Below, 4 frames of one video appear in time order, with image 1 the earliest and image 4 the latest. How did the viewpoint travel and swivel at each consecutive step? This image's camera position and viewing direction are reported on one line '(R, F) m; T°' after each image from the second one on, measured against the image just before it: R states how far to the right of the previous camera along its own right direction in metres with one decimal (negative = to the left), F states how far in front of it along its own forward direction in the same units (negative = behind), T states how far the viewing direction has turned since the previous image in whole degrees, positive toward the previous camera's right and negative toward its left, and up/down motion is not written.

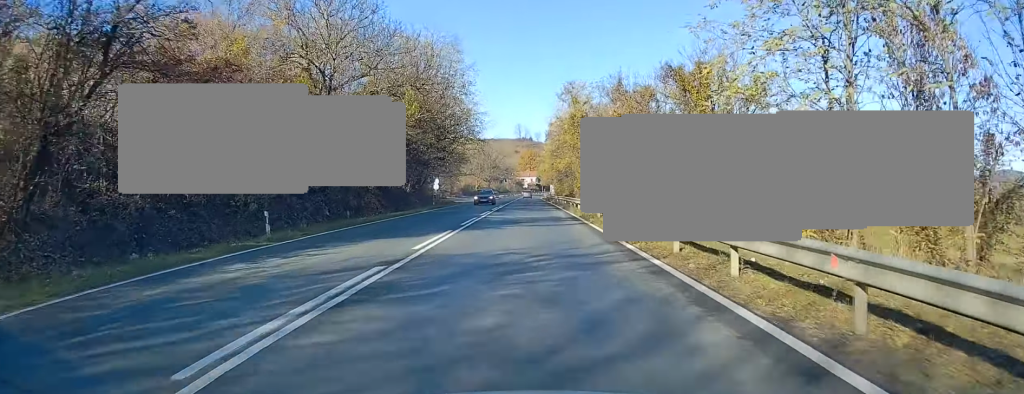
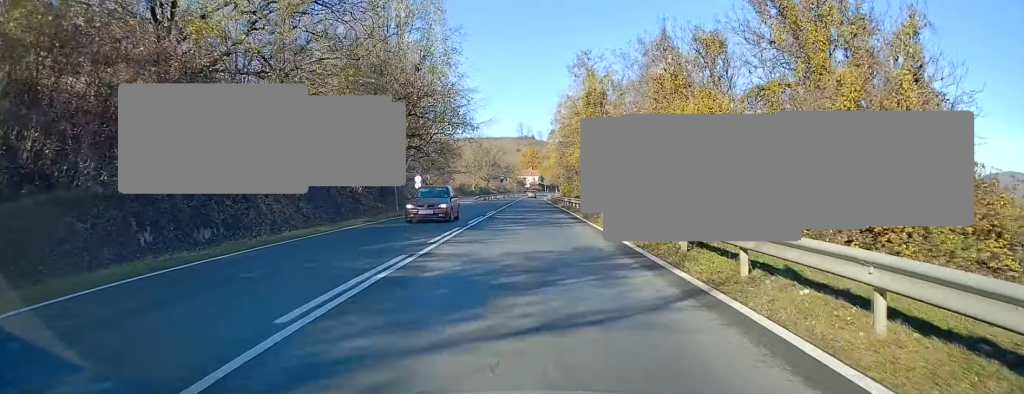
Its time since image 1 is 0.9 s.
(-0.2, +16.3) m; -1°
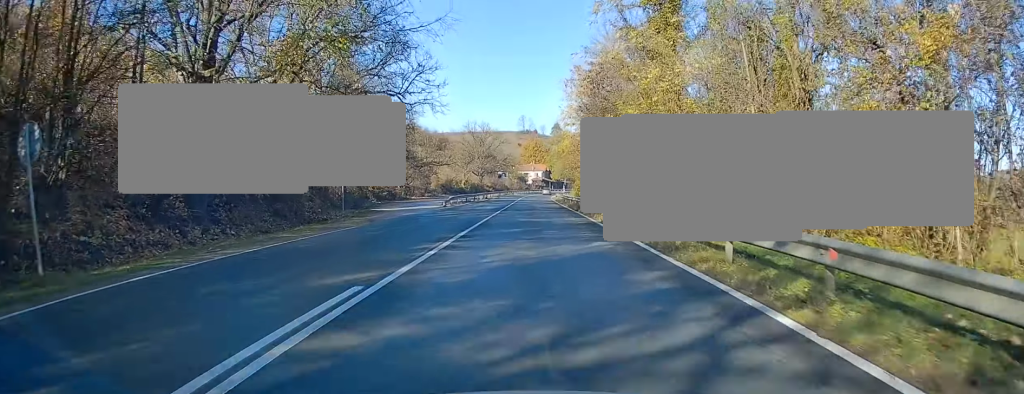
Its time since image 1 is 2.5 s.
(-0.2, +30.8) m; 0°
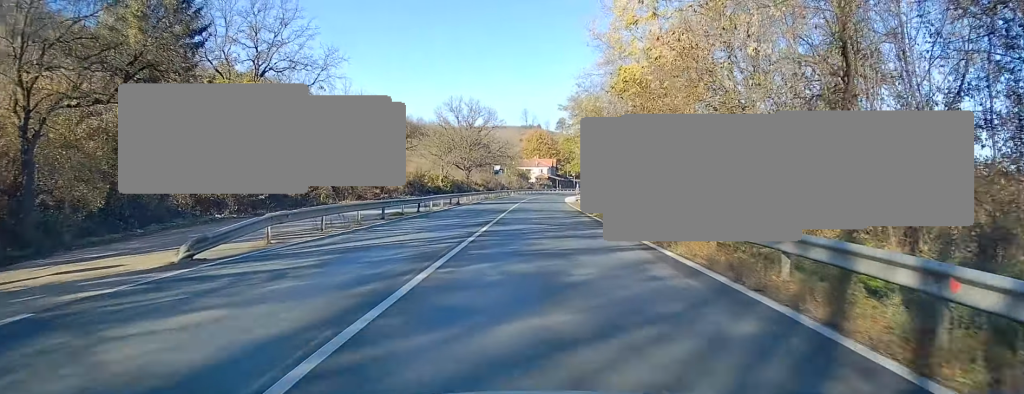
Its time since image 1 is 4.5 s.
(+0.7, +38.1) m; +1°
